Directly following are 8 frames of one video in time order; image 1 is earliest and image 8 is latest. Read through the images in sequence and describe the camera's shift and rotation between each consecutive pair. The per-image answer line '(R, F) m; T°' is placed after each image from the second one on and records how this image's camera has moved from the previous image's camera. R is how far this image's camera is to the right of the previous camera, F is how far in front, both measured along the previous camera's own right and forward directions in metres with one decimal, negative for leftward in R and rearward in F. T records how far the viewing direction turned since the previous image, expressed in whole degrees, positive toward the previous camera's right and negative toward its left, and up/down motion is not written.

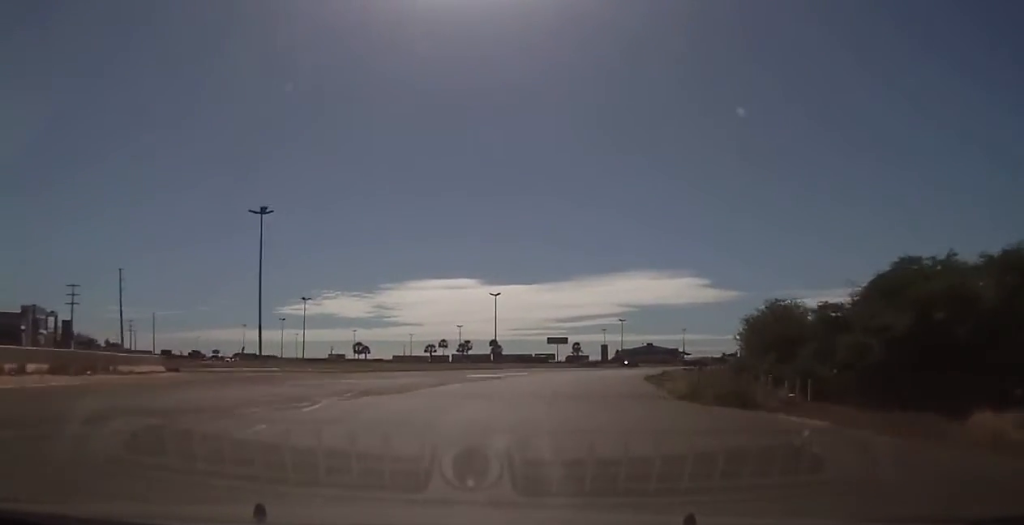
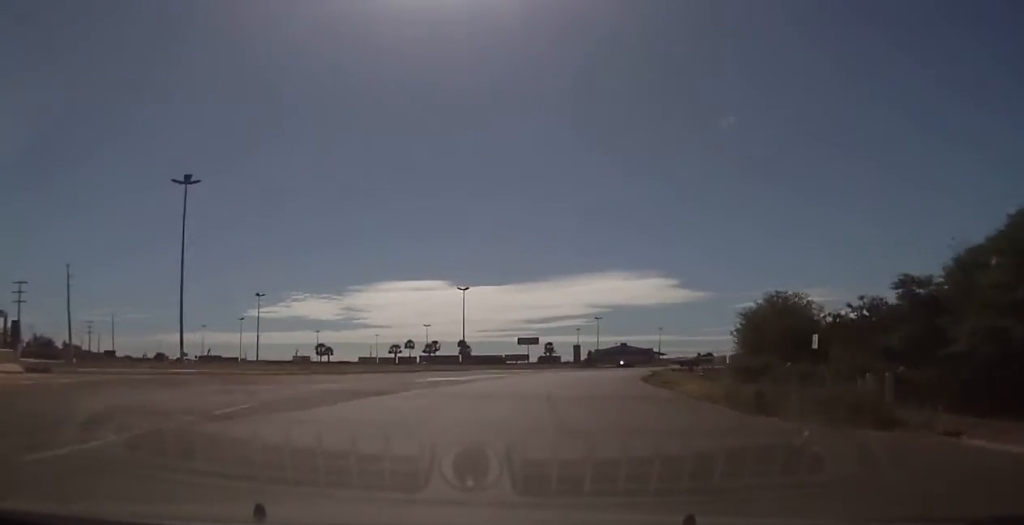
(+0.1, +12.1) m; +2°
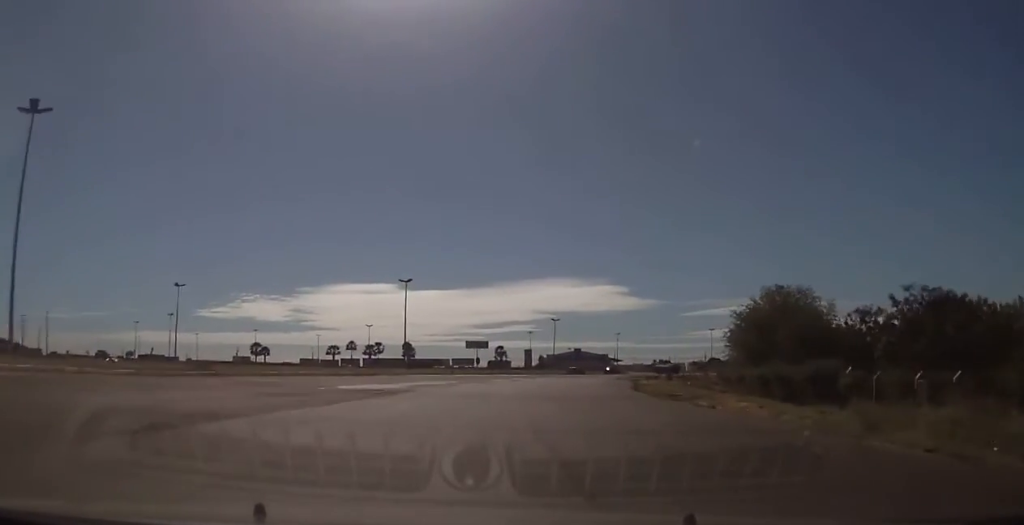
(+0.2, +16.1) m; +3°
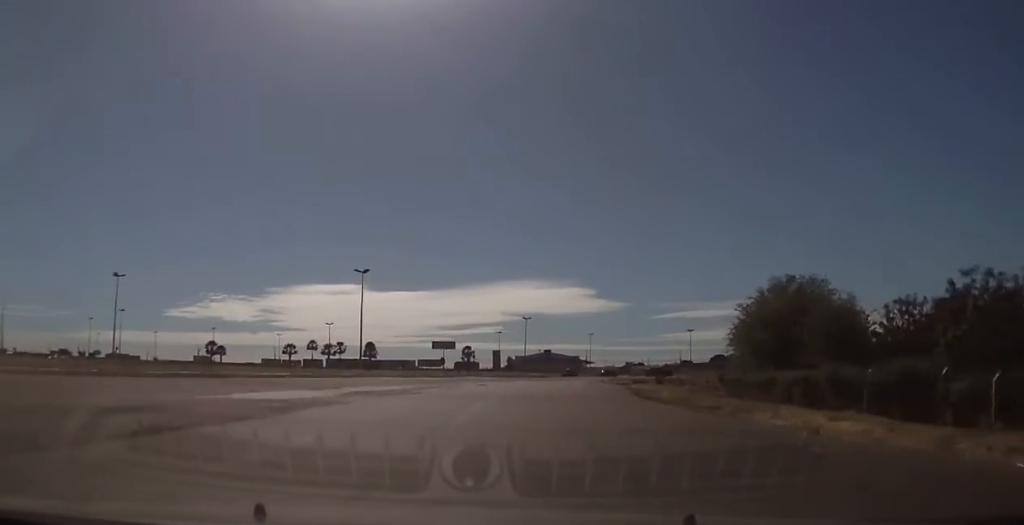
(+0.5, +11.0) m; +3°
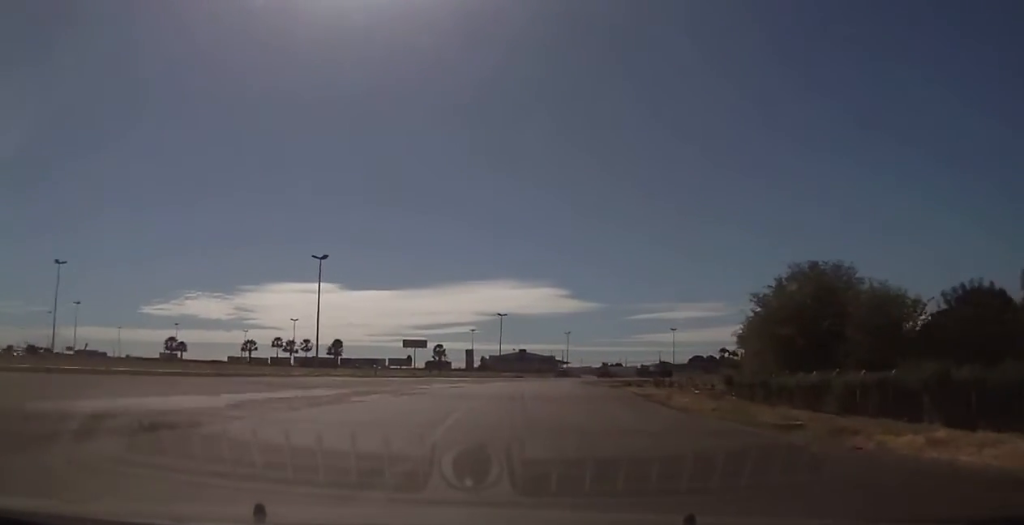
(+0.2, +10.1) m; +3°
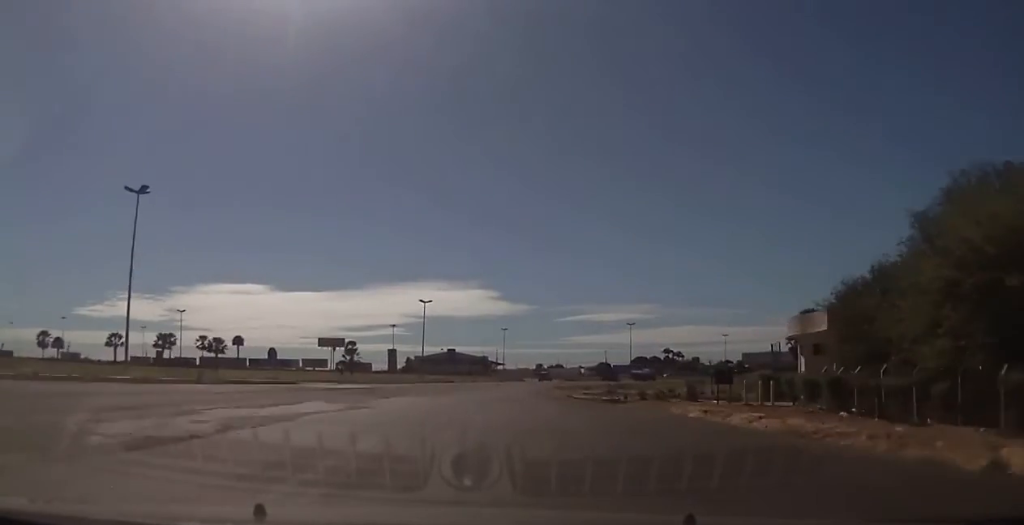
(+1.8, +29.3) m; +6°
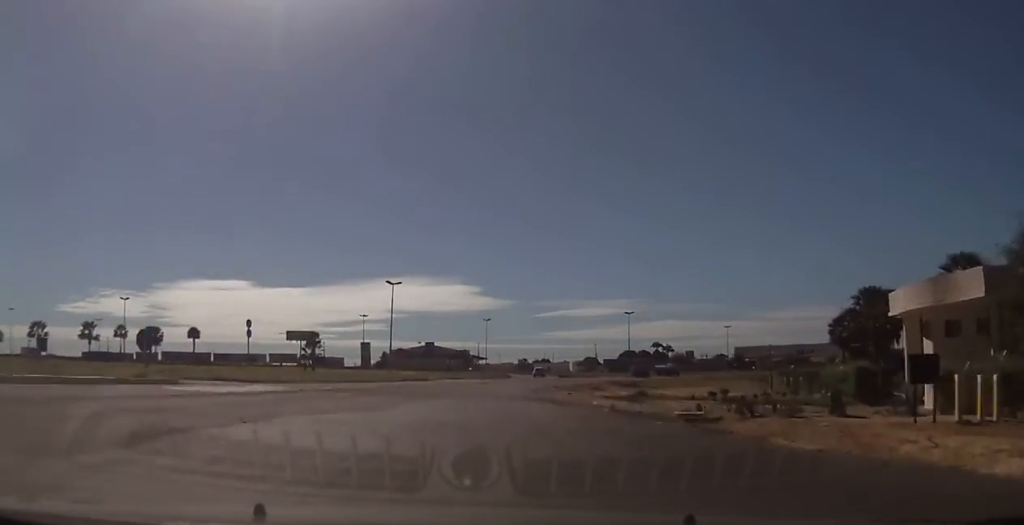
(+0.4, +16.6) m; +3°
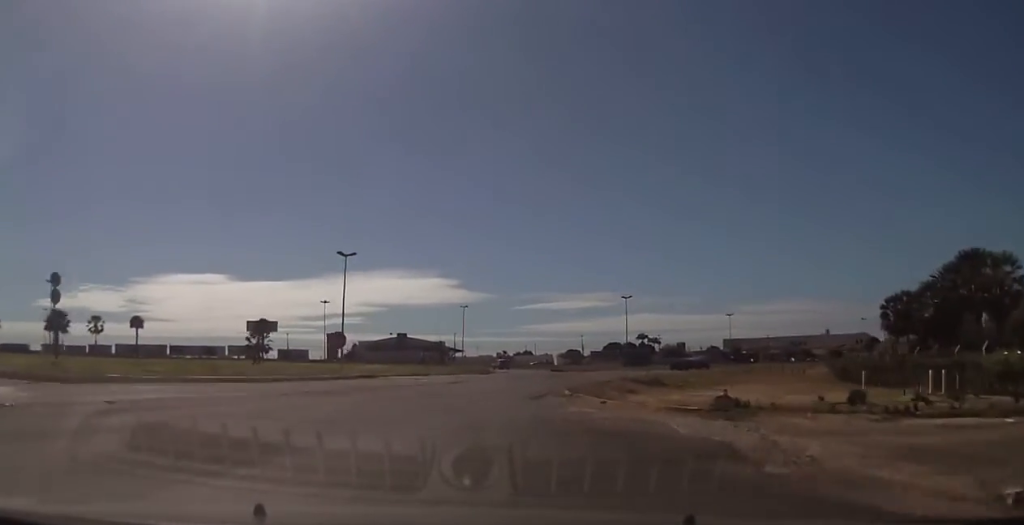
(+0.5, +16.9) m; +2°
